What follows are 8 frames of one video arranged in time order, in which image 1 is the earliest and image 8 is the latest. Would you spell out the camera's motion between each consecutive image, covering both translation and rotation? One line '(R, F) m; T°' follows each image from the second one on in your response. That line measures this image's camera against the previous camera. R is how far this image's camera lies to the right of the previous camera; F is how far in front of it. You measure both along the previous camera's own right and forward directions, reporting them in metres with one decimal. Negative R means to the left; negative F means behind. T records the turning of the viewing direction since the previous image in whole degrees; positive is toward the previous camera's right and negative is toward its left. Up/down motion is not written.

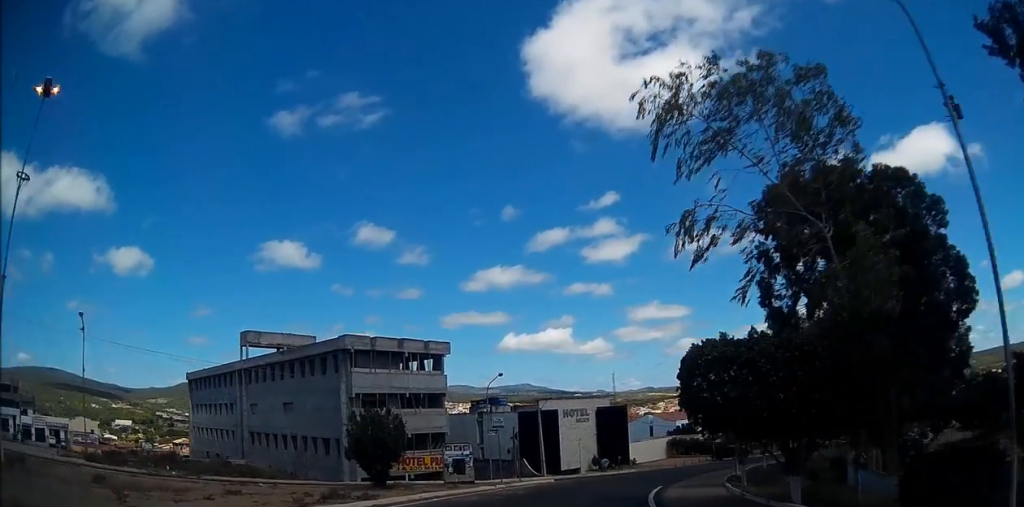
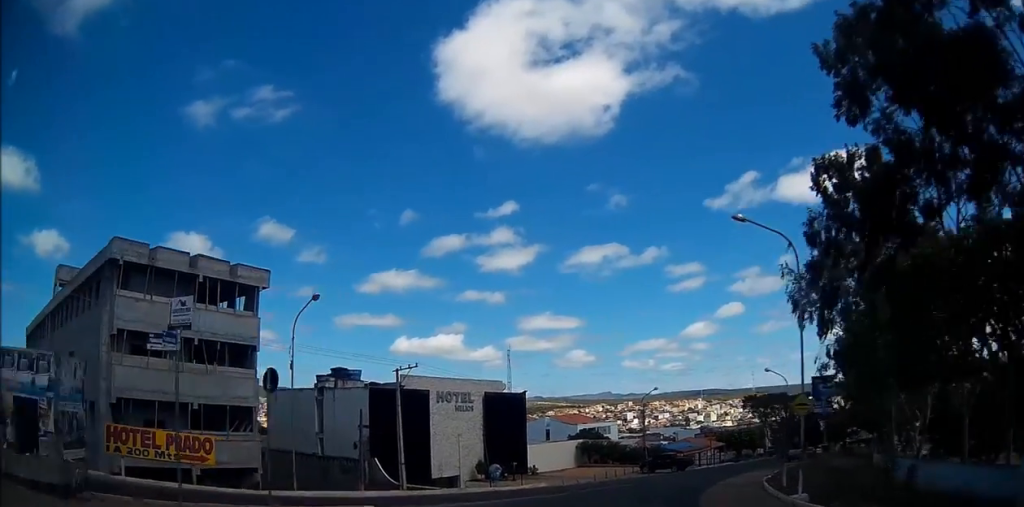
(+0.7, +18.2) m; +5°
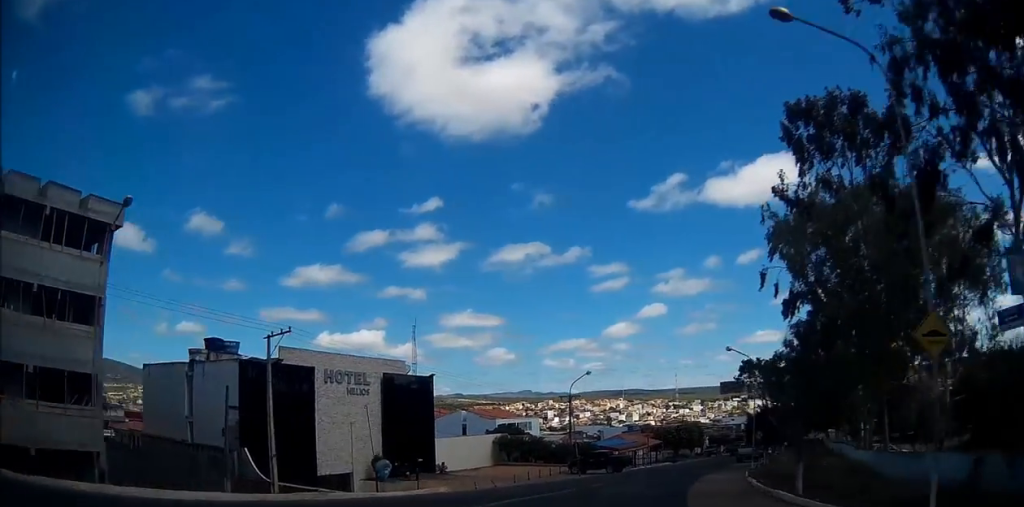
(+0.3, +8.5) m; +4°
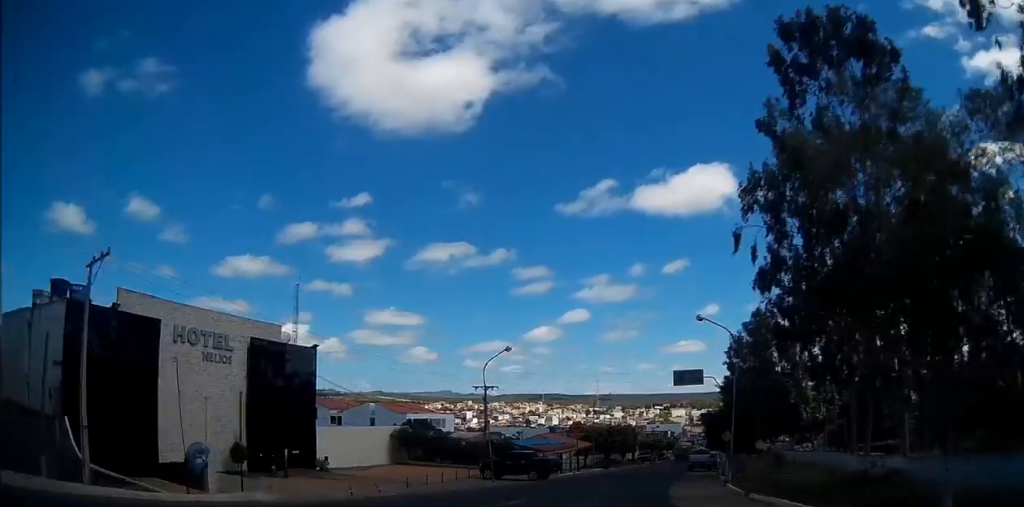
(+0.4, +9.9) m; +7°
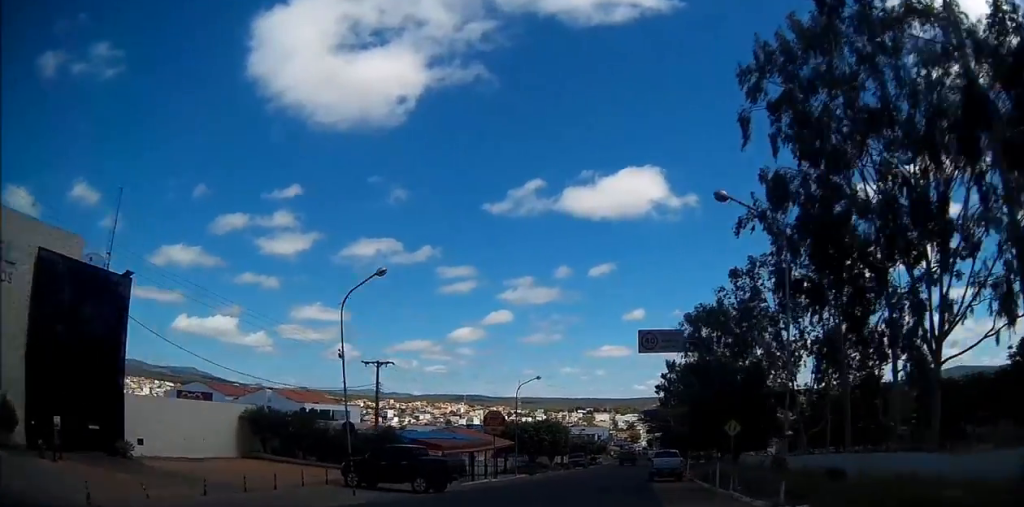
(+1.4, +13.7) m; +11°
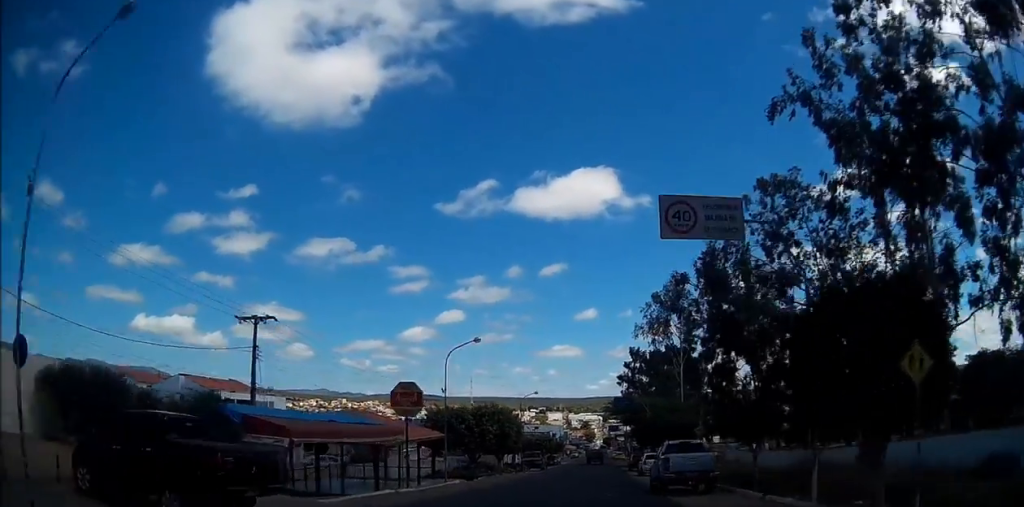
(+1.1, +15.0) m; +7°
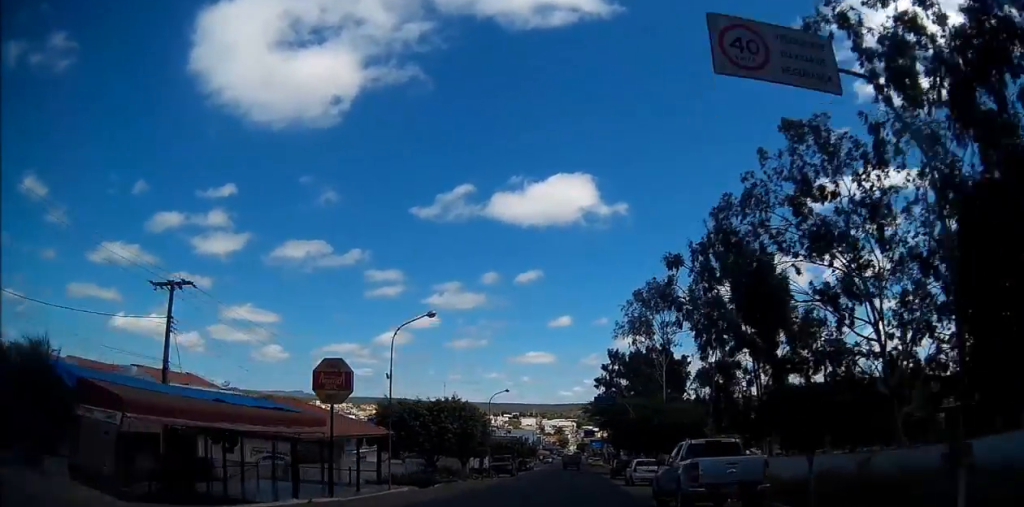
(+0.1, +6.9) m; +2°
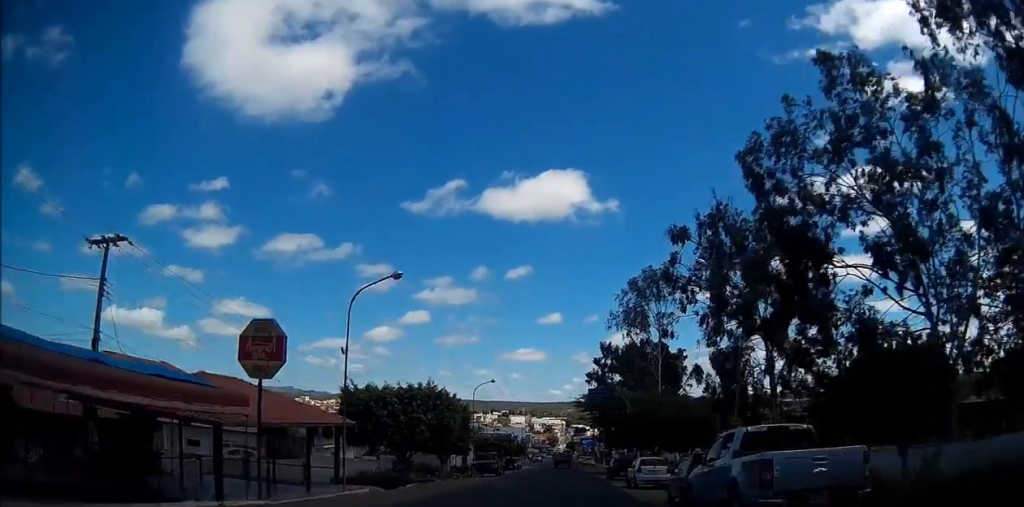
(+0.1, +4.8) m; +1°
